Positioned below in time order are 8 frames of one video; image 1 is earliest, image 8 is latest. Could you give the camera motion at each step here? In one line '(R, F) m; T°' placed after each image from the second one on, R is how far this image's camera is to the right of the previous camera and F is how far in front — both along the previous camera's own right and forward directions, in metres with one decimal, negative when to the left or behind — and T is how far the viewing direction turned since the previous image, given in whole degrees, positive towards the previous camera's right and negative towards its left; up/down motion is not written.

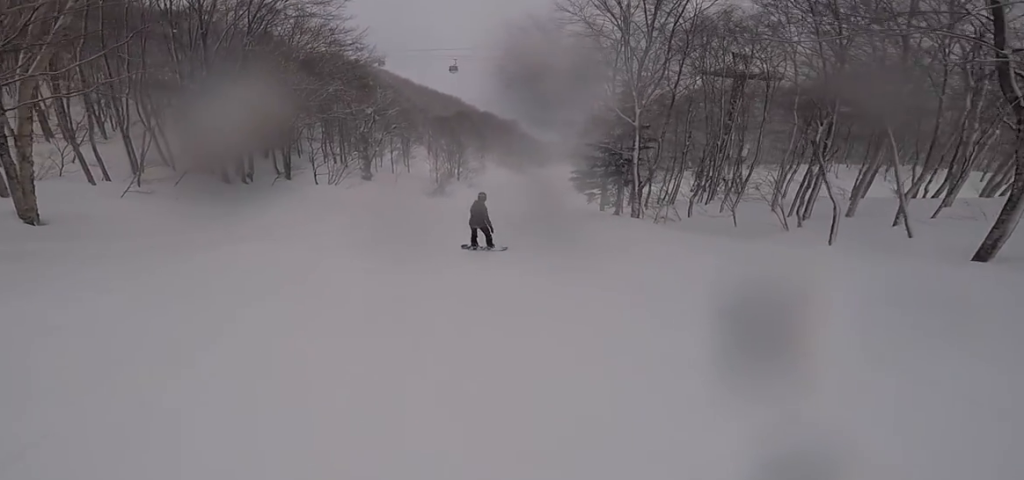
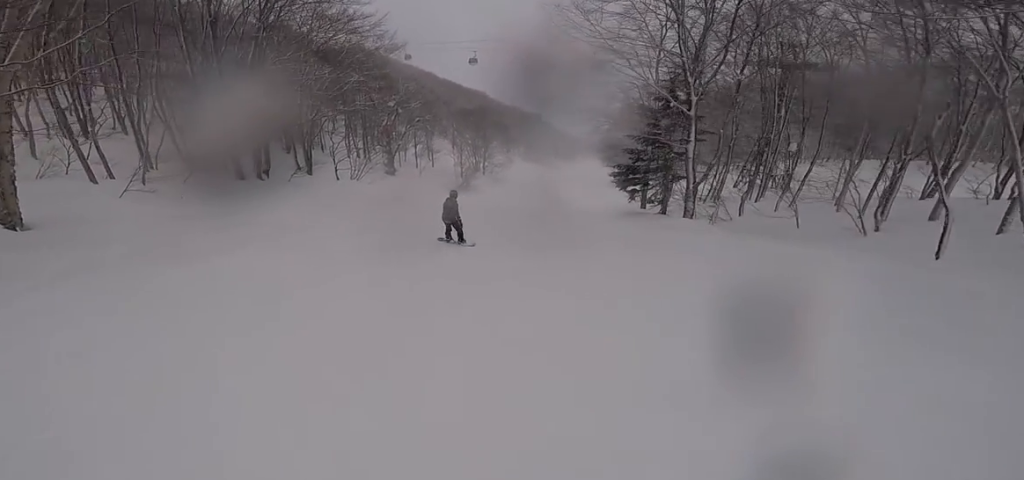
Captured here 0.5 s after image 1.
(-0.3, +2.2) m; 0°
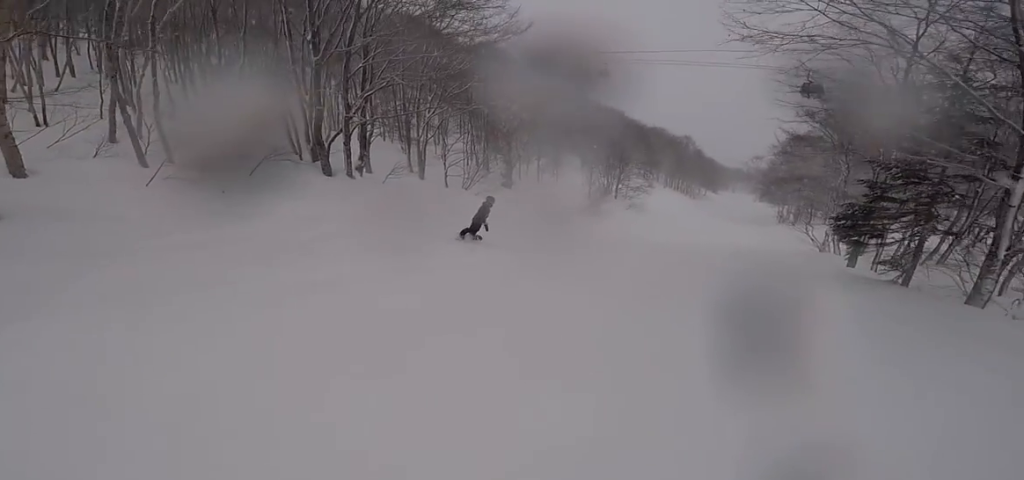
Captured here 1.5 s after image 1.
(+0.4, +5.2) m; 0°
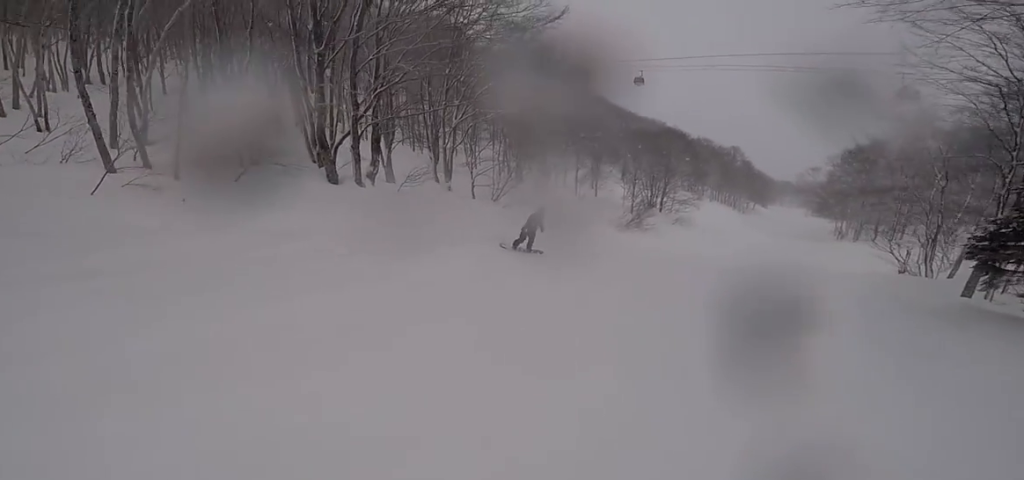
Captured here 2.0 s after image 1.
(-0.1, +2.7) m; +7°
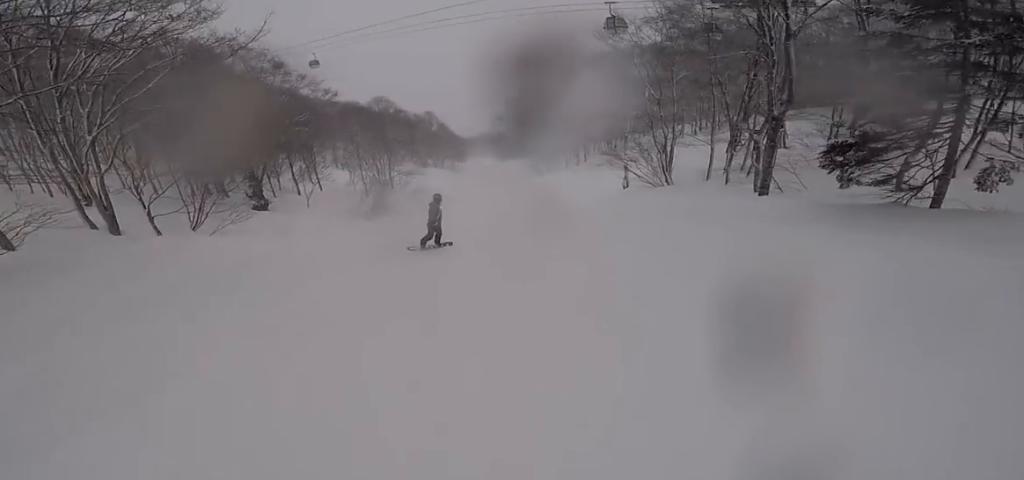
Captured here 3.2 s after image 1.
(+1.0, +5.7) m; +28°
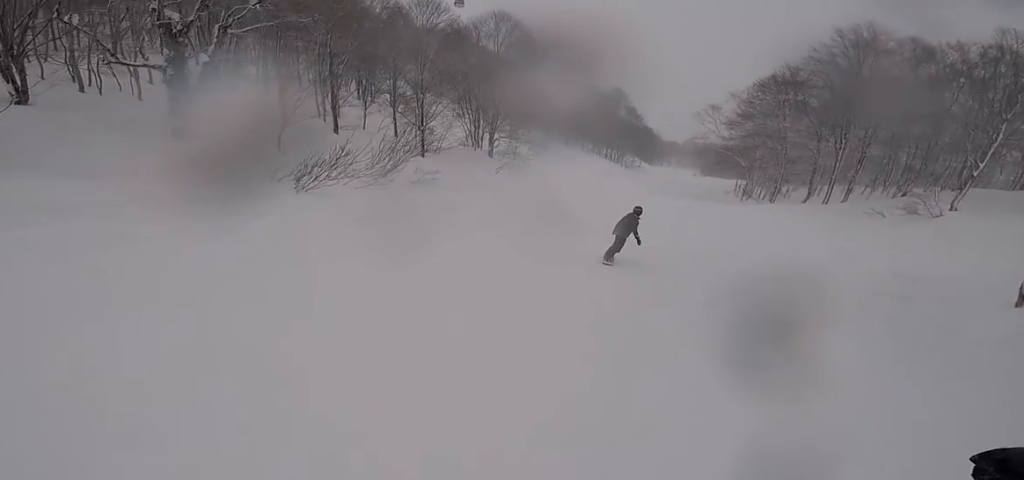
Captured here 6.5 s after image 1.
(-0.6, +21.0) m; -8°
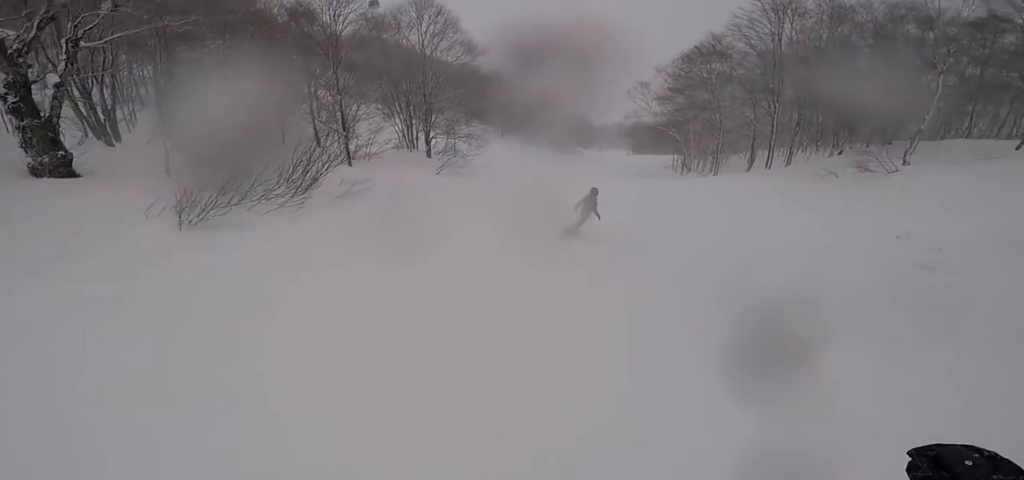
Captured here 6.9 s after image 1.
(0.0, +2.8) m; +6°
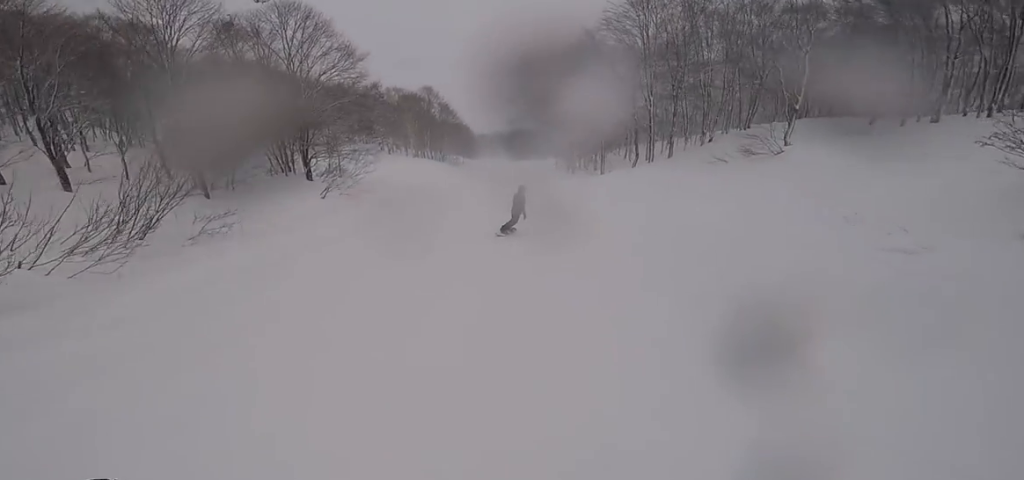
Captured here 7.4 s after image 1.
(+0.8, +3.0) m; +8°
